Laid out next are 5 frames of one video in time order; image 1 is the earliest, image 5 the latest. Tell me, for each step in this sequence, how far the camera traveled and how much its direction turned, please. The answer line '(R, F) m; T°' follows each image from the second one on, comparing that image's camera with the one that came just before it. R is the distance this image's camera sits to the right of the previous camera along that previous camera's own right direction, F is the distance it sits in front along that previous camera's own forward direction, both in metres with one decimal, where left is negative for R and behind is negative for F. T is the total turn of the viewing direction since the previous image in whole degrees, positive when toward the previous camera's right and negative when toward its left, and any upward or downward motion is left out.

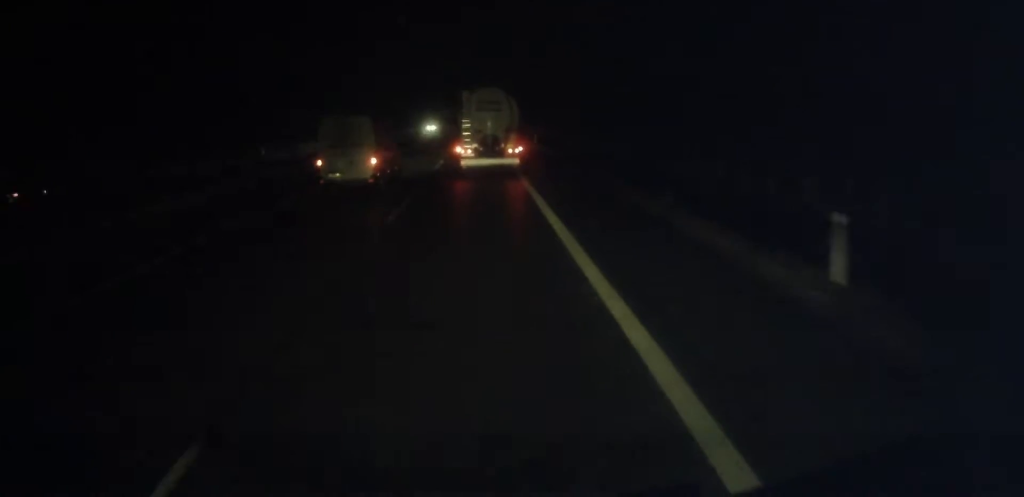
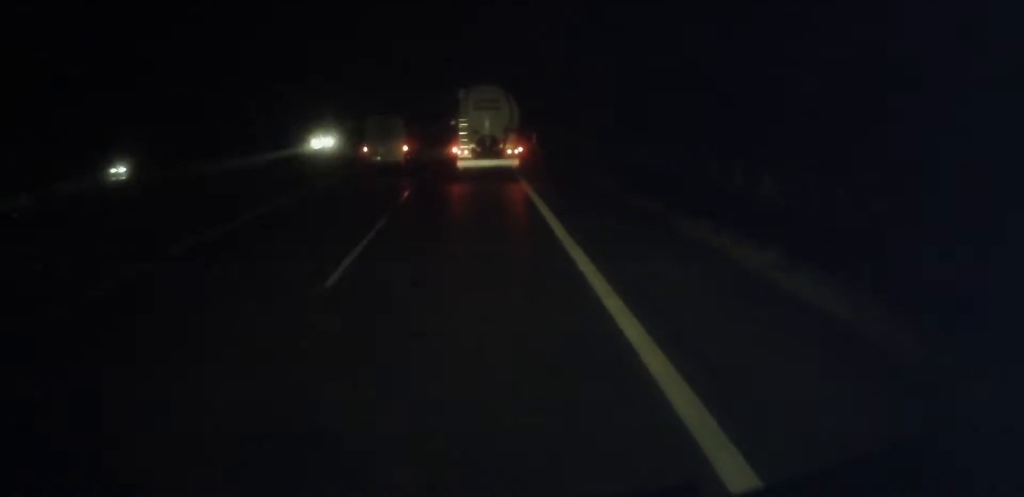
(+0.4, +57.2) m; 0°
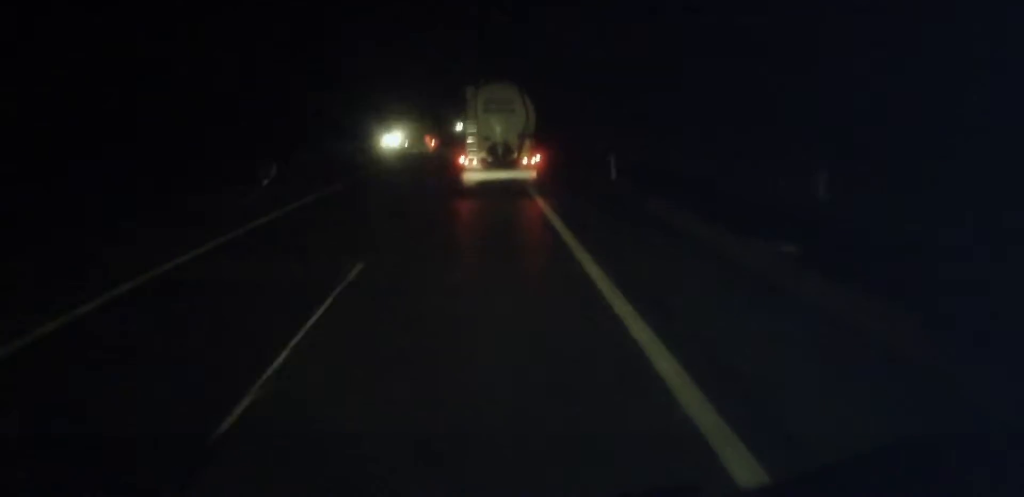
(+0.4, +90.2) m; 0°
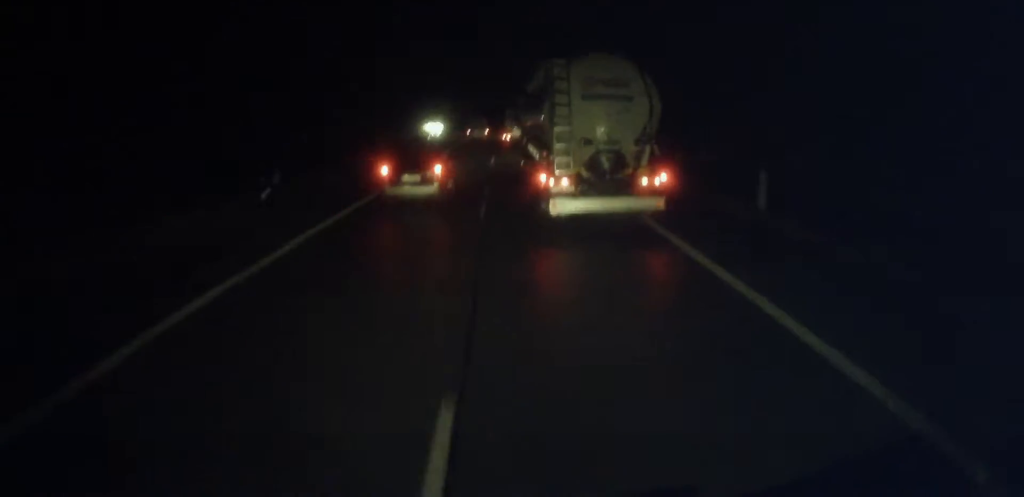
(0.0, +107.7) m; 0°
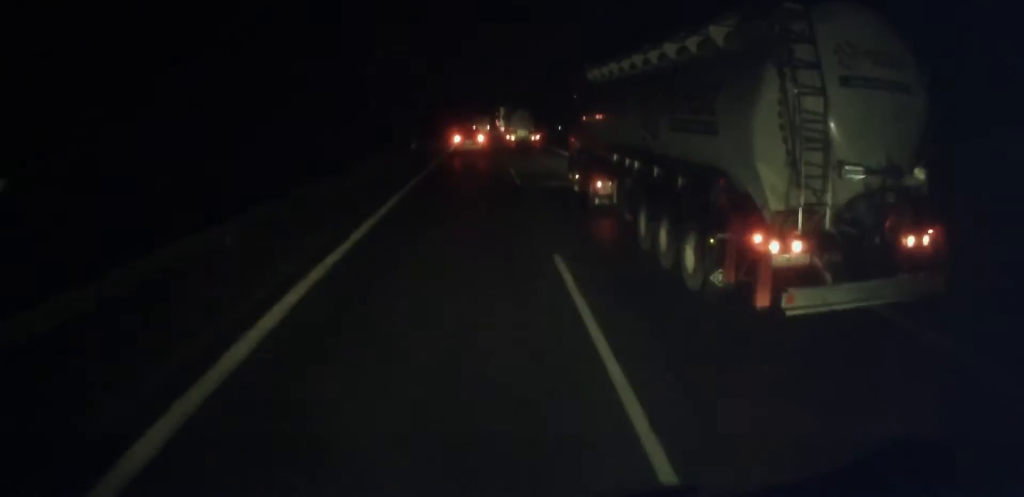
(-0.1, +78.8) m; 0°
